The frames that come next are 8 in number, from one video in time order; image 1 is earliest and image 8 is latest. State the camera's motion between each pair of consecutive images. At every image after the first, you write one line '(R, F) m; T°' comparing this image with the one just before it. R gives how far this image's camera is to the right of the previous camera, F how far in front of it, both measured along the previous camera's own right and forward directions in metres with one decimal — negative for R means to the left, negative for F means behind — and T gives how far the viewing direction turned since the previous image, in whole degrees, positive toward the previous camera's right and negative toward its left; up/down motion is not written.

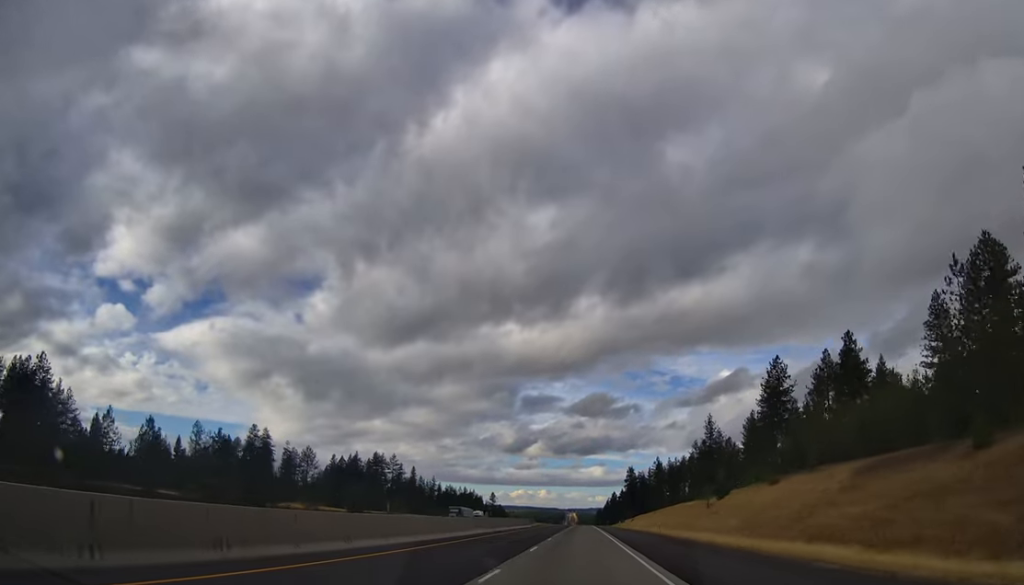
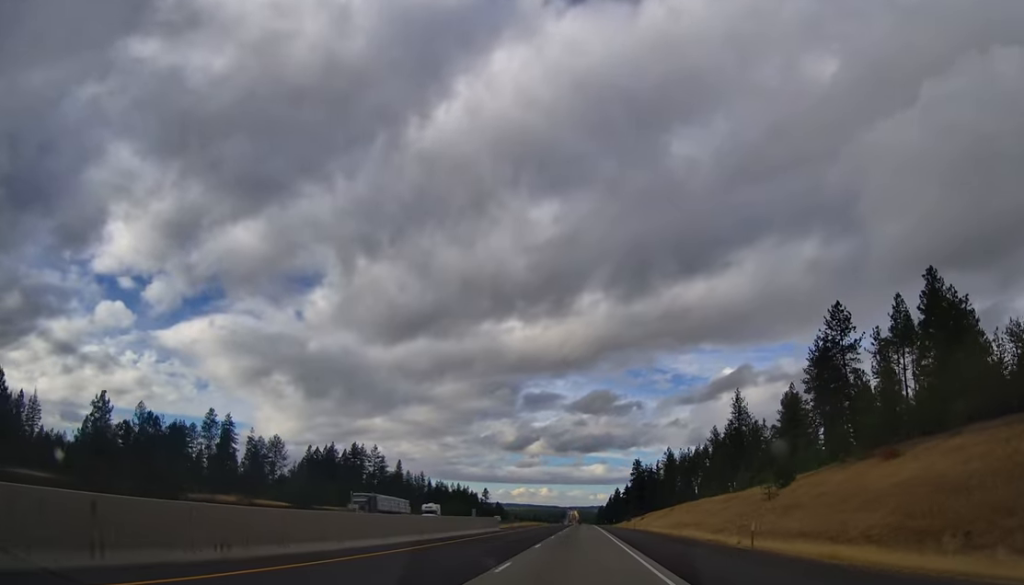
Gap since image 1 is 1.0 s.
(+1.0, +34.3) m; +1°
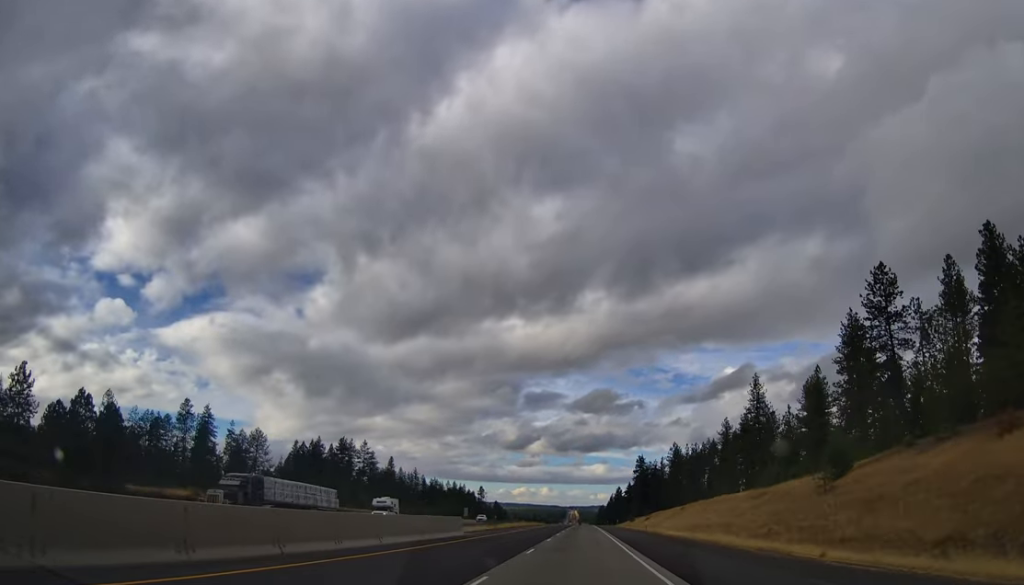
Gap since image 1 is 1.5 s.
(-0.3, +16.6) m; -1°
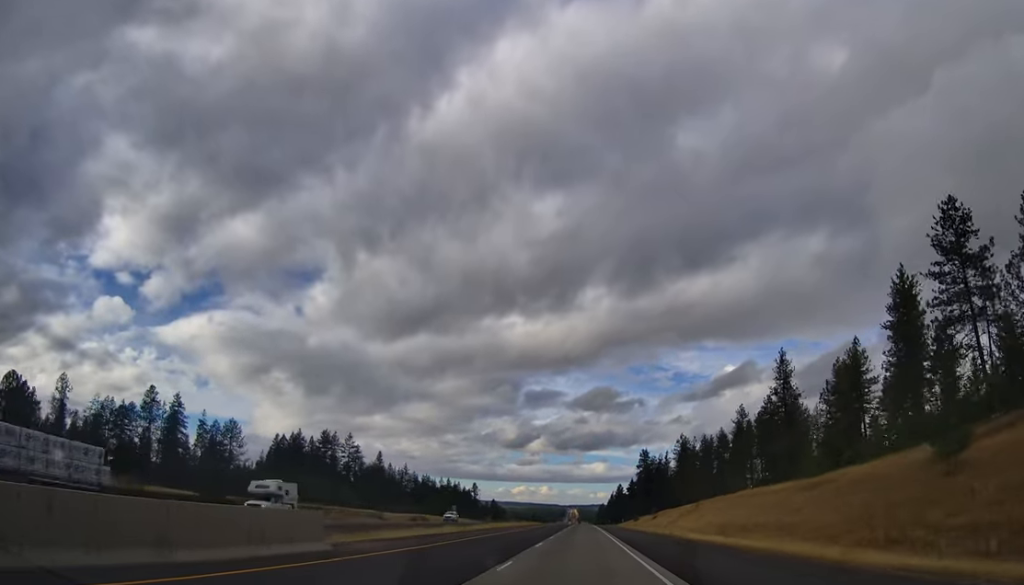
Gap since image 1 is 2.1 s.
(-0.2, +19.9) m; -1°
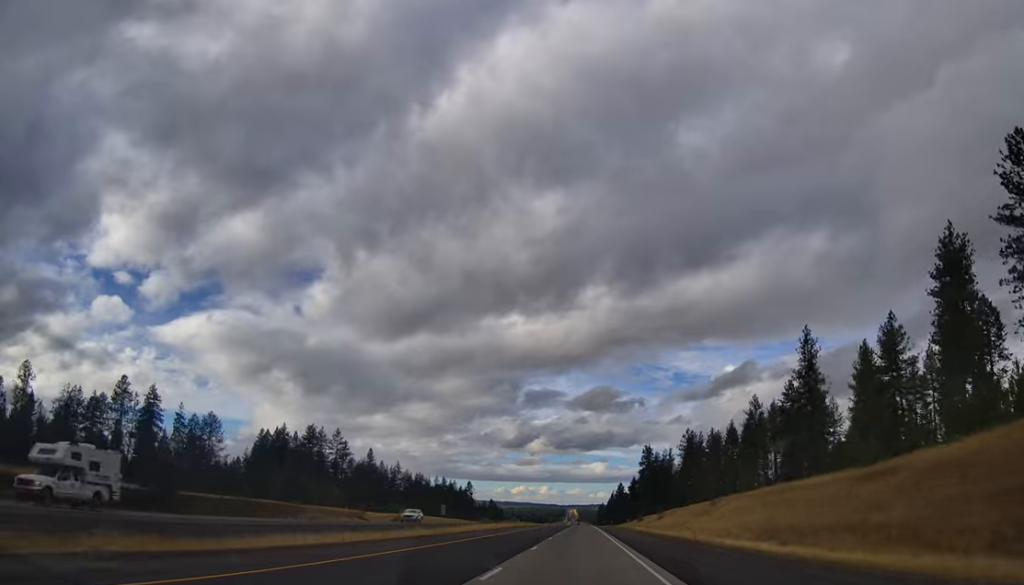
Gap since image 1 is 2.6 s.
(-0.1, +14.3) m; 0°
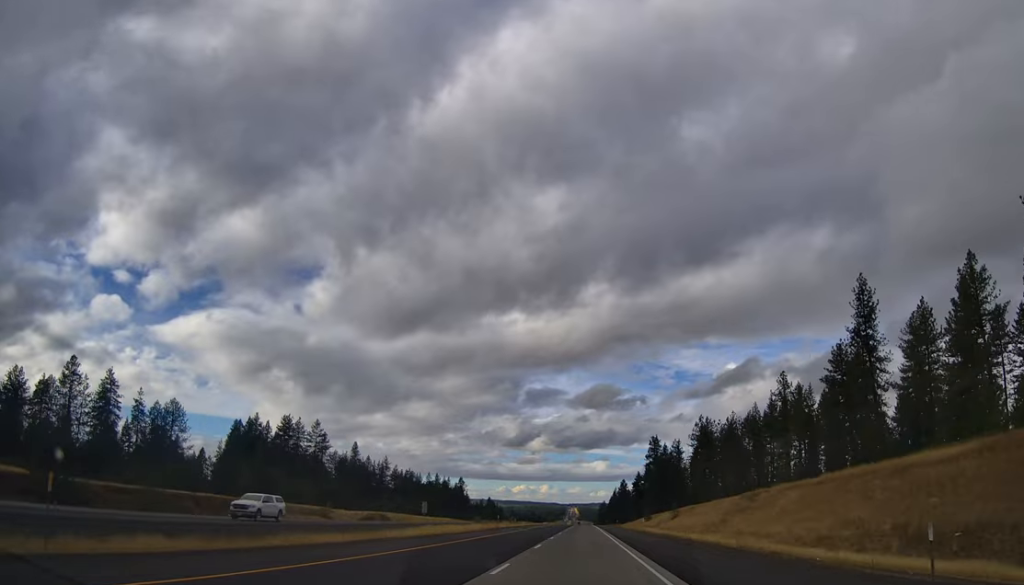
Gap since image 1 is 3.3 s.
(-0.1, +23.2) m; 0°
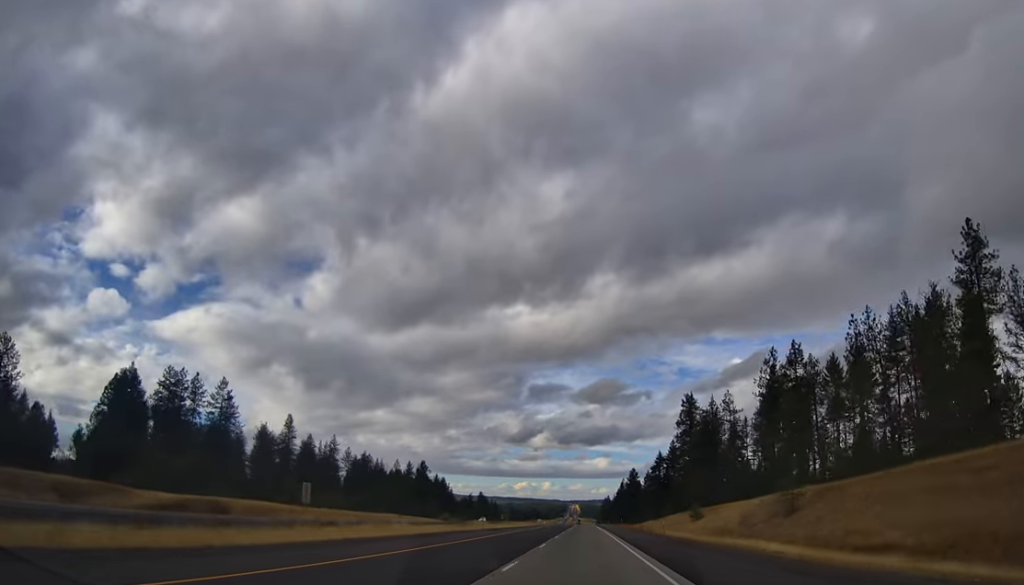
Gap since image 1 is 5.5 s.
(+0.7, +72.7) m; 0°
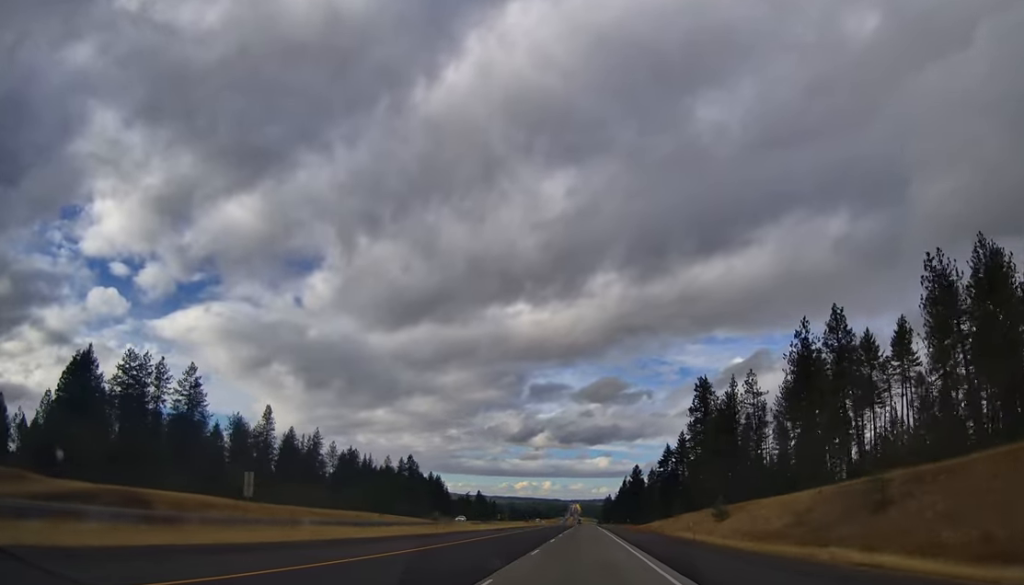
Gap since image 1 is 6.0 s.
(-0.2, +17.6) m; -1°
